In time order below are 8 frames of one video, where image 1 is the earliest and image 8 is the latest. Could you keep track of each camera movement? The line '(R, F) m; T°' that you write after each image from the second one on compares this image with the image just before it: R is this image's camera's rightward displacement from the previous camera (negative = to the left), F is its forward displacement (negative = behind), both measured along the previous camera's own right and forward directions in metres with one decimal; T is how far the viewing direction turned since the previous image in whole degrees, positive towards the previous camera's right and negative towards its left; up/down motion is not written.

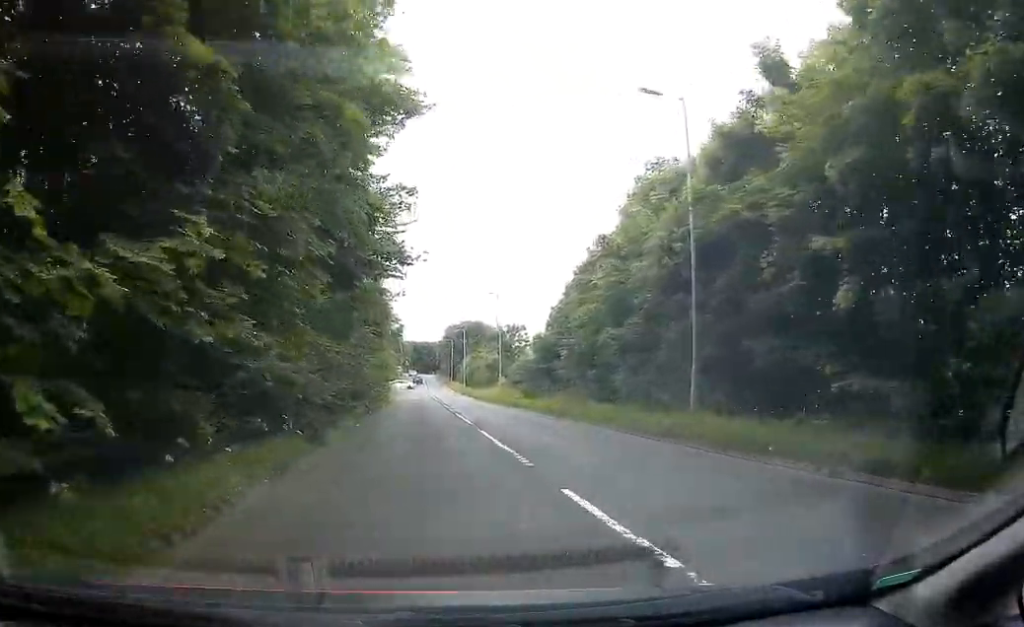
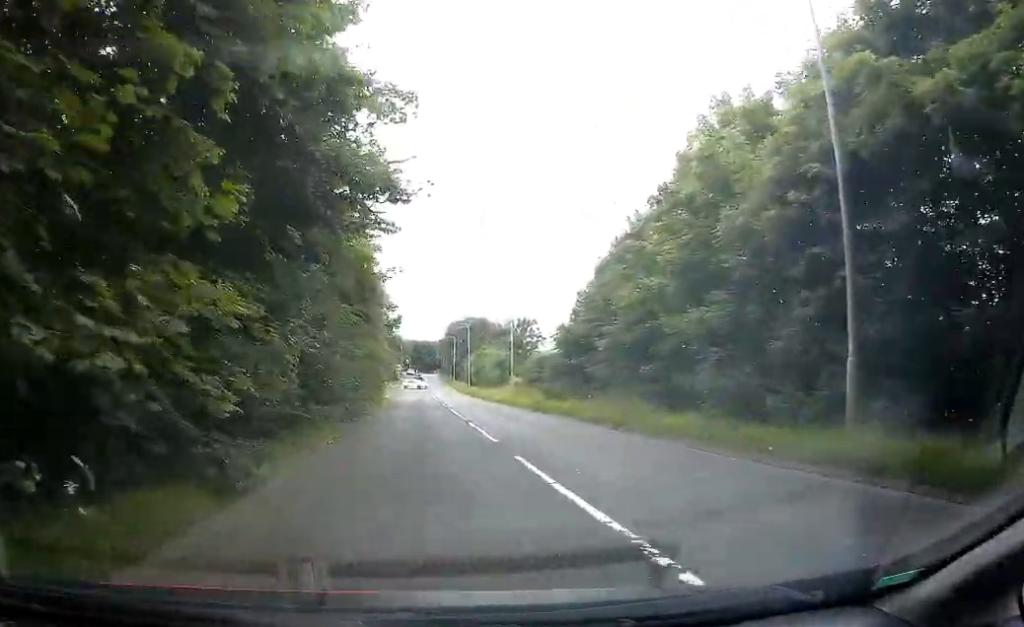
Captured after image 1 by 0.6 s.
(-0.7, +6.7) m; -3°
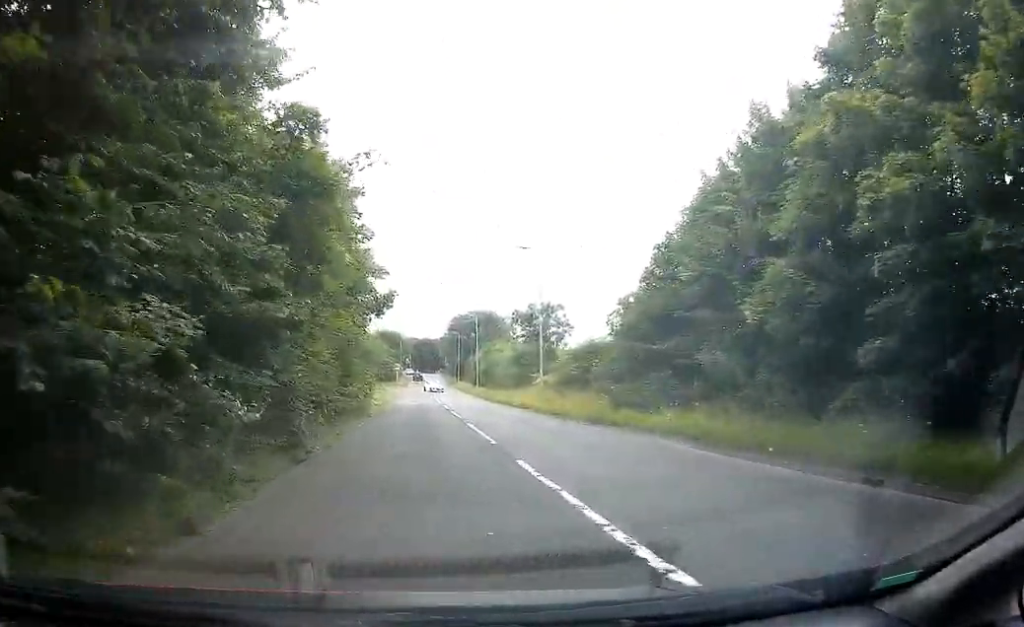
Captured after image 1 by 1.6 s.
(-0.2, +11.2) m; -5°
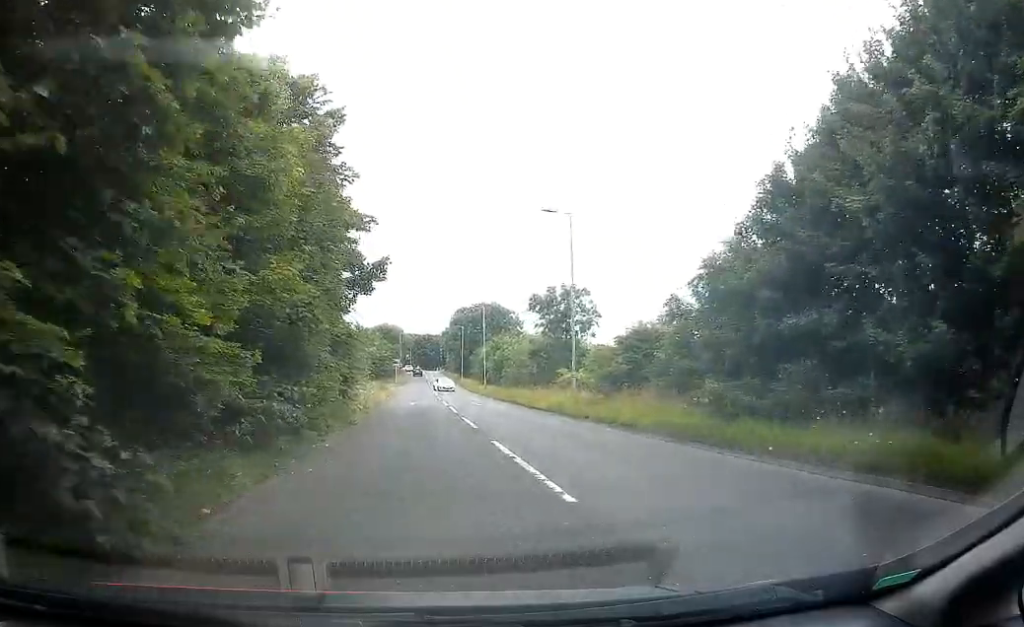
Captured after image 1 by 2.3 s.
(-0.2, +7.9) m; -3°
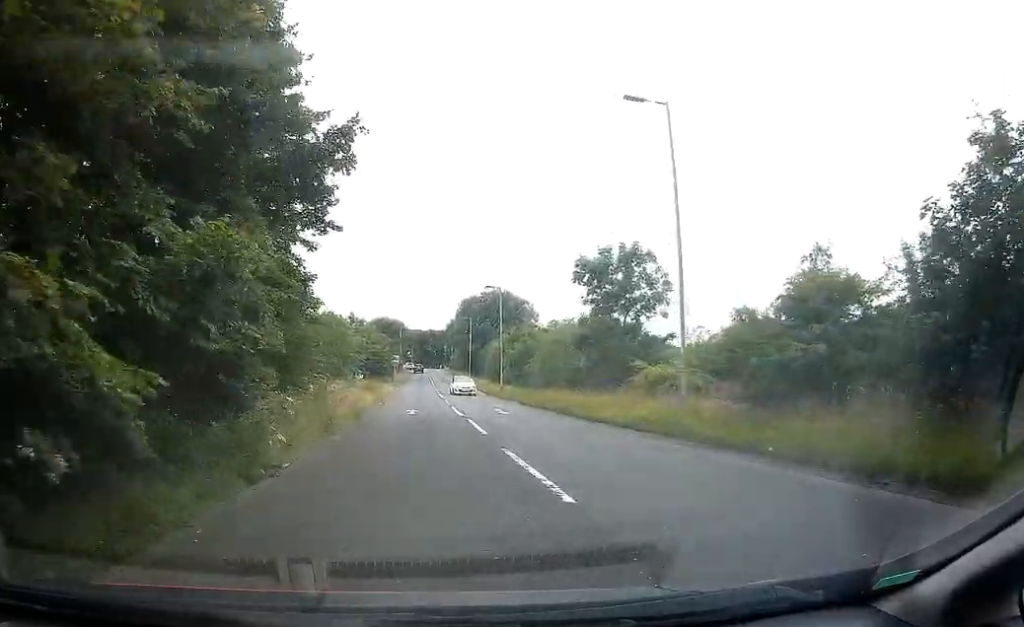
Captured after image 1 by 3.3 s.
(-0.7, +13.1) m; 0°
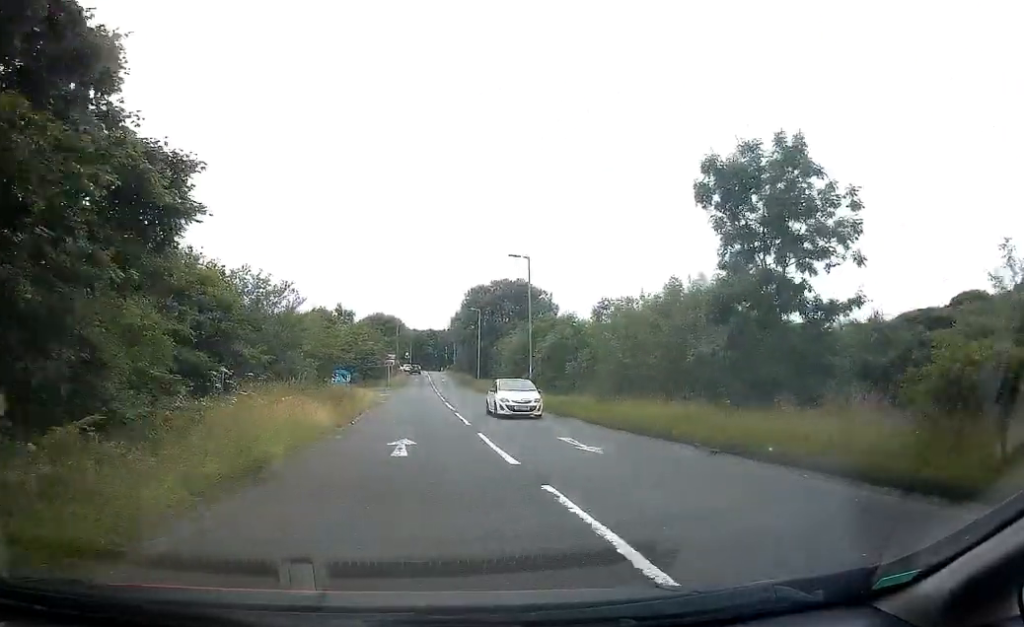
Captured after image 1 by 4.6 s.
(+0.6, +15.5) m; +4°
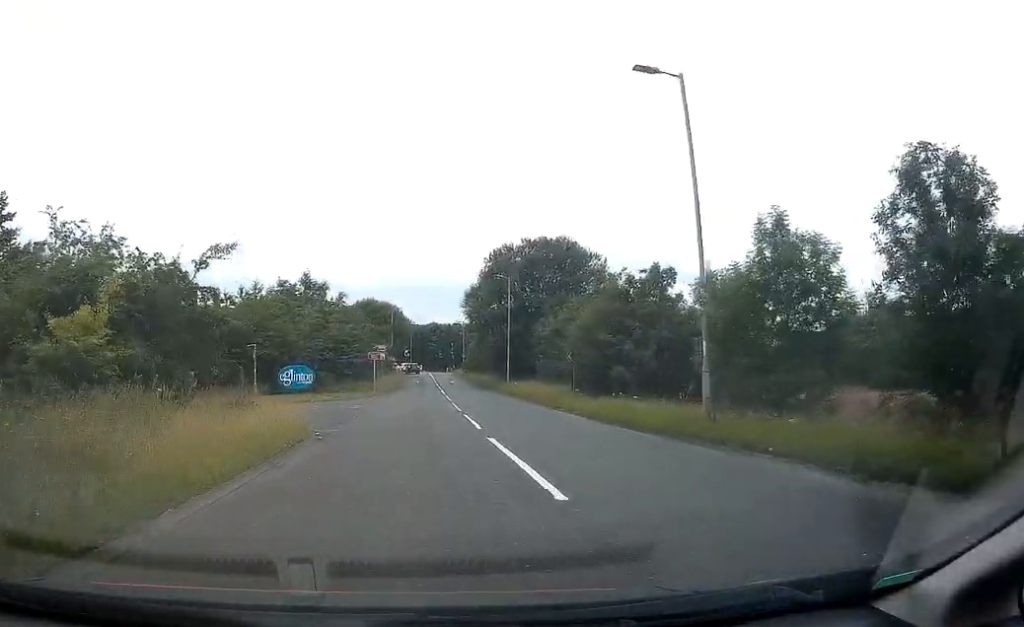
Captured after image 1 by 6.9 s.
(+1.7, +26.1) m; +5°
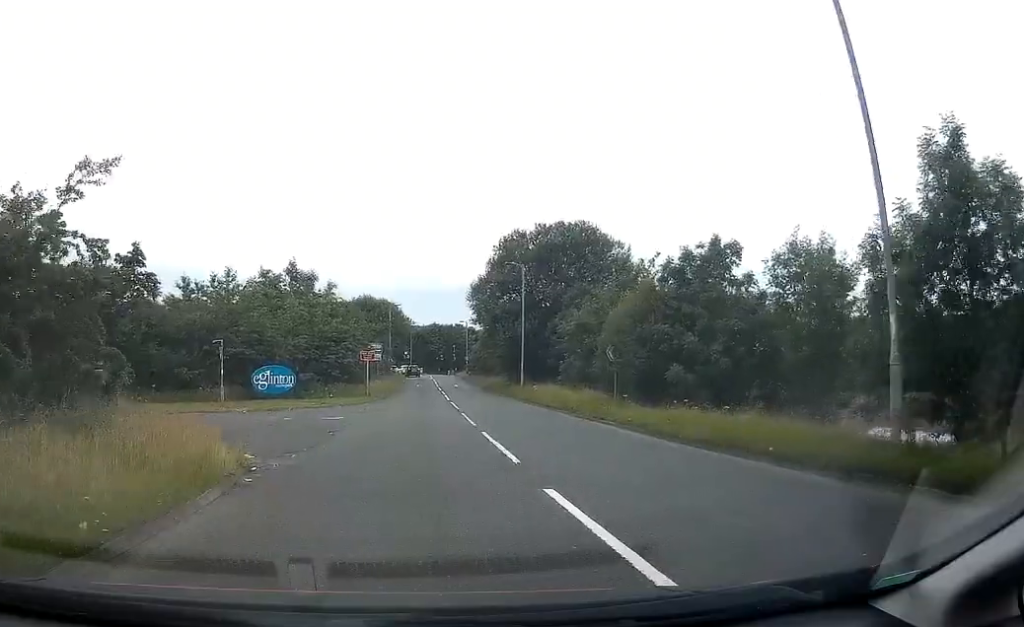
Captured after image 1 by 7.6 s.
(0.0, +7.2) m; 0°
